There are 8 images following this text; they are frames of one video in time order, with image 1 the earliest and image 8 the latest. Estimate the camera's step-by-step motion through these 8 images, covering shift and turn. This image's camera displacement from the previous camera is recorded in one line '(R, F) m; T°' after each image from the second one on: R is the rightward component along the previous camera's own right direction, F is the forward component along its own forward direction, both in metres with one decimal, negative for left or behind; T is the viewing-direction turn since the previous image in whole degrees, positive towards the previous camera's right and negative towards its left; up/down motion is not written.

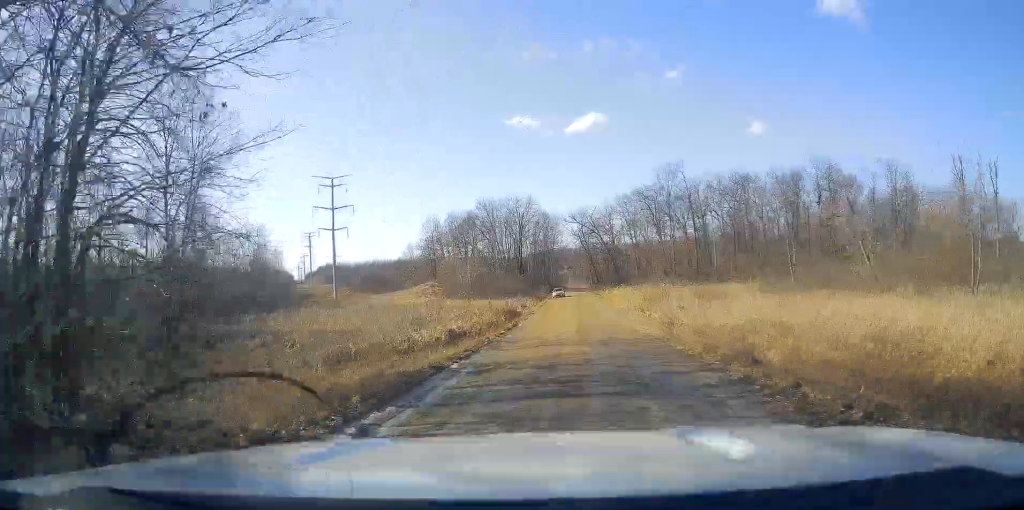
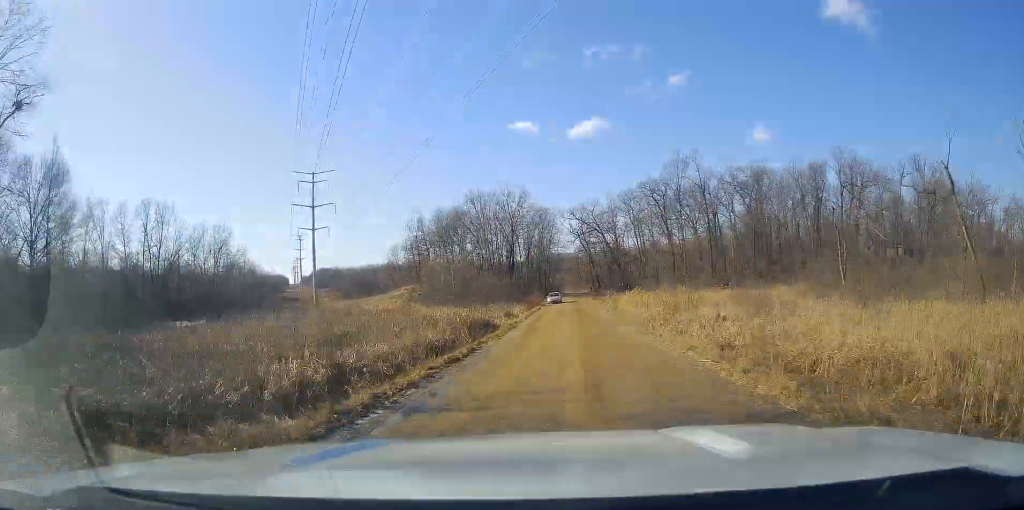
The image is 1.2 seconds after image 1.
(+0.4, +15.4) m; +1°
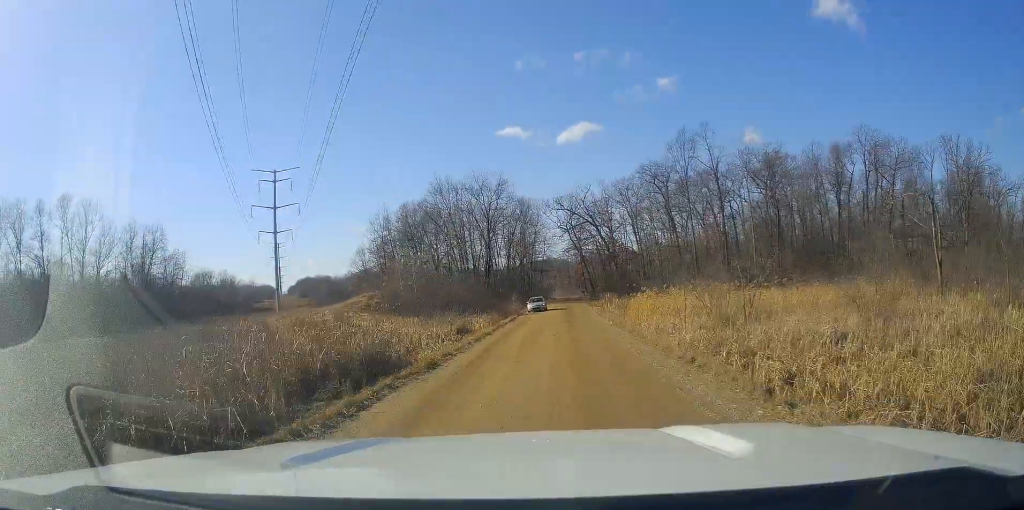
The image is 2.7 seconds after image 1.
(0.0, +18.9) m; +1°
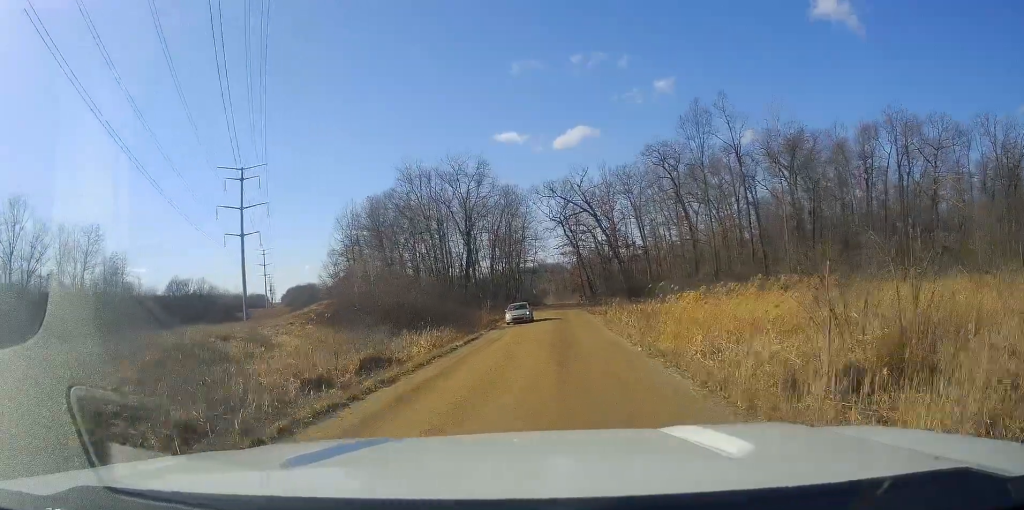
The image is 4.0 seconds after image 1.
(+0.4, +15.8) m; +2°
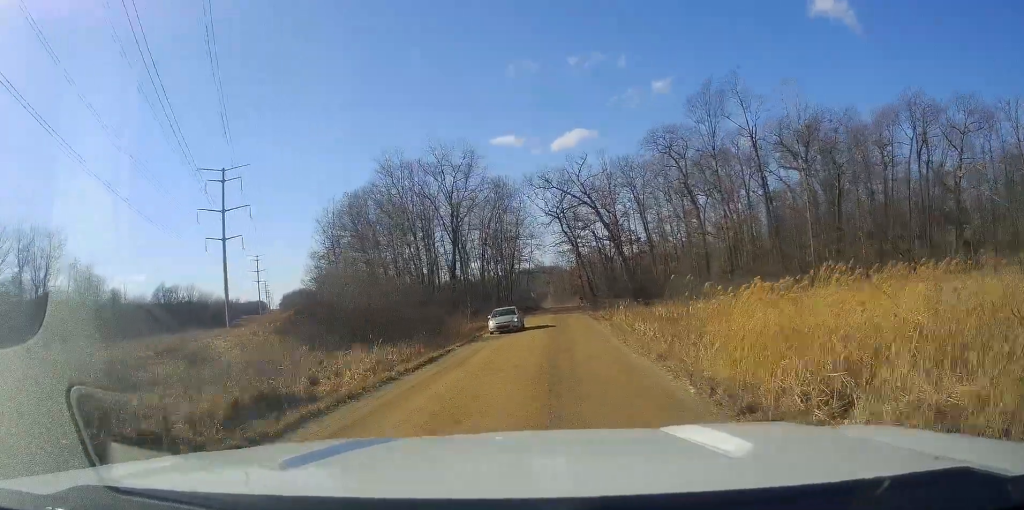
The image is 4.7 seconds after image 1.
(0.0, +8.0) m; 0°
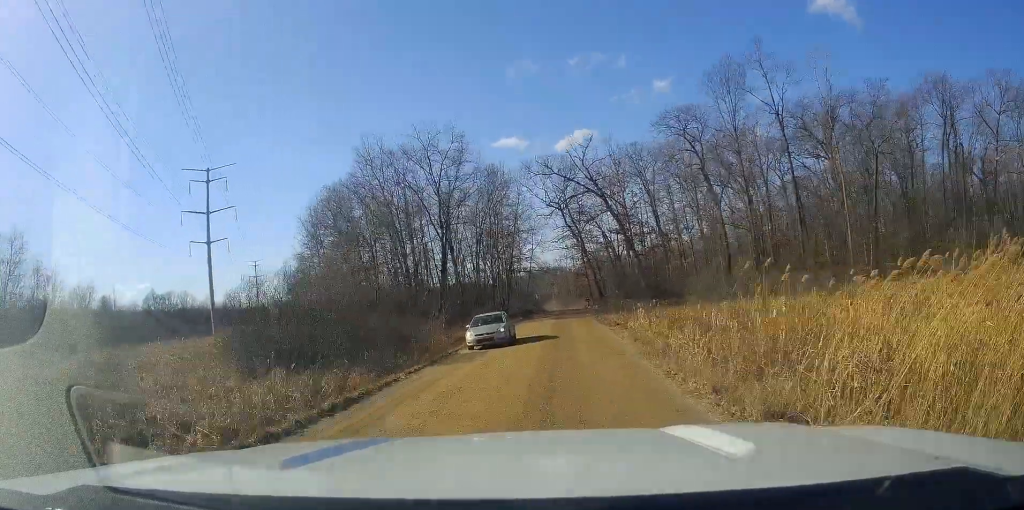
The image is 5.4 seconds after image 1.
(0.0, +8.6) m; -1°
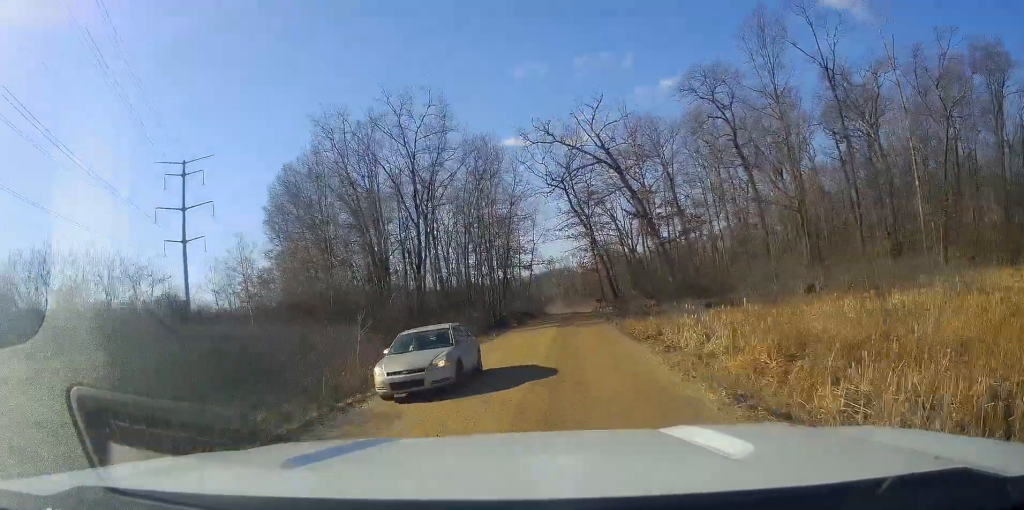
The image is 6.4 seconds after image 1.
(-0.2, +12.4) m; -1°
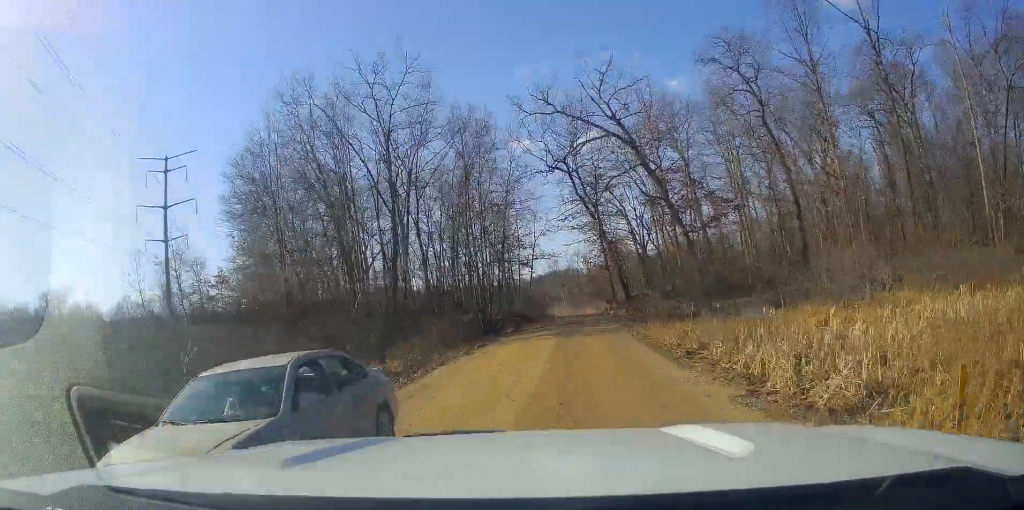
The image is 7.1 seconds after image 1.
(-0.1, +8.4) m; 0°
